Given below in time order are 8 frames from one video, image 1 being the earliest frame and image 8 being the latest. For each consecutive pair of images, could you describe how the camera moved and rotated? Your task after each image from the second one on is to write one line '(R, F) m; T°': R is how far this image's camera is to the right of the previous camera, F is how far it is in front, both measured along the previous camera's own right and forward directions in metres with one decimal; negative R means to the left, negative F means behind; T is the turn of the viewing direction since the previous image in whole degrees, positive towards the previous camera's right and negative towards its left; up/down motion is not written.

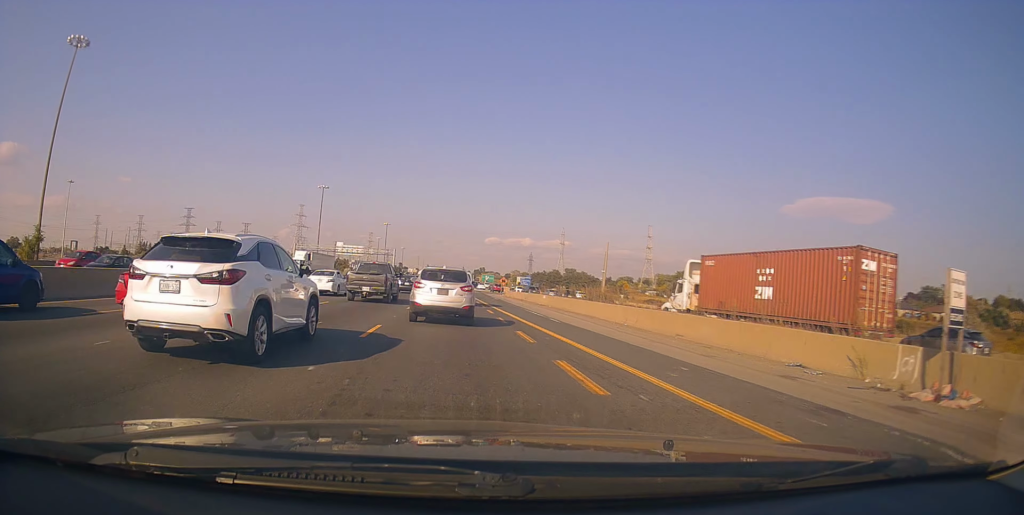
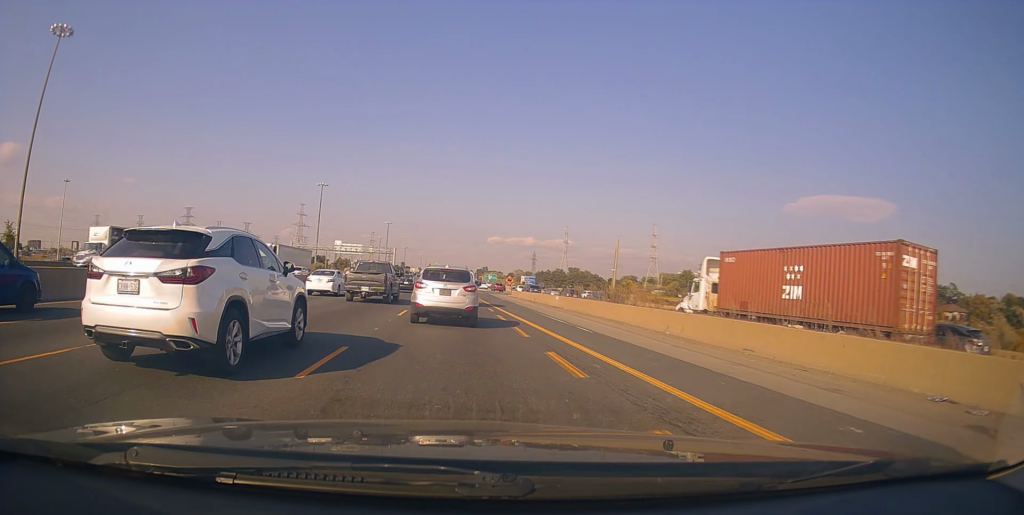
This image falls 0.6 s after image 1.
(0.0, +4.7) m; 0°
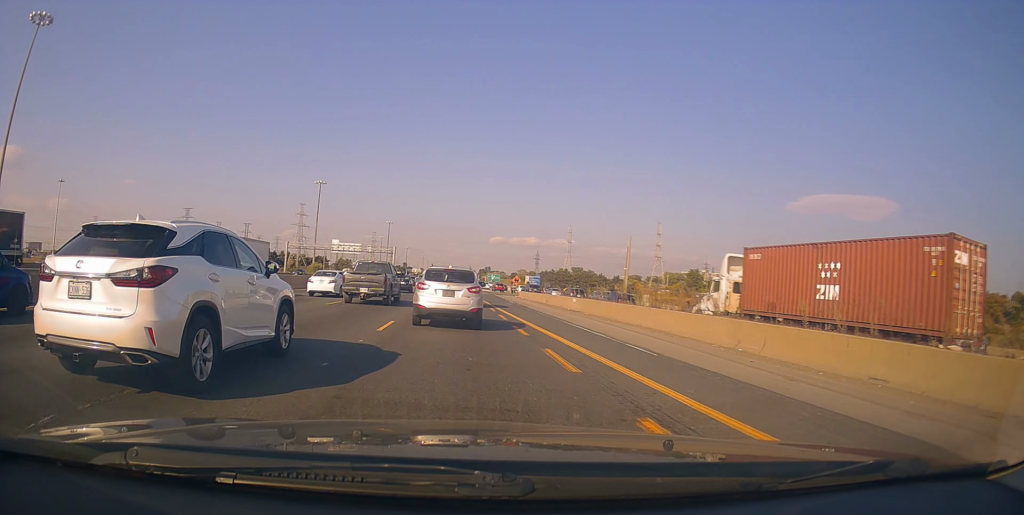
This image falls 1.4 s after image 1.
(0.0, +5.5) m; -1°
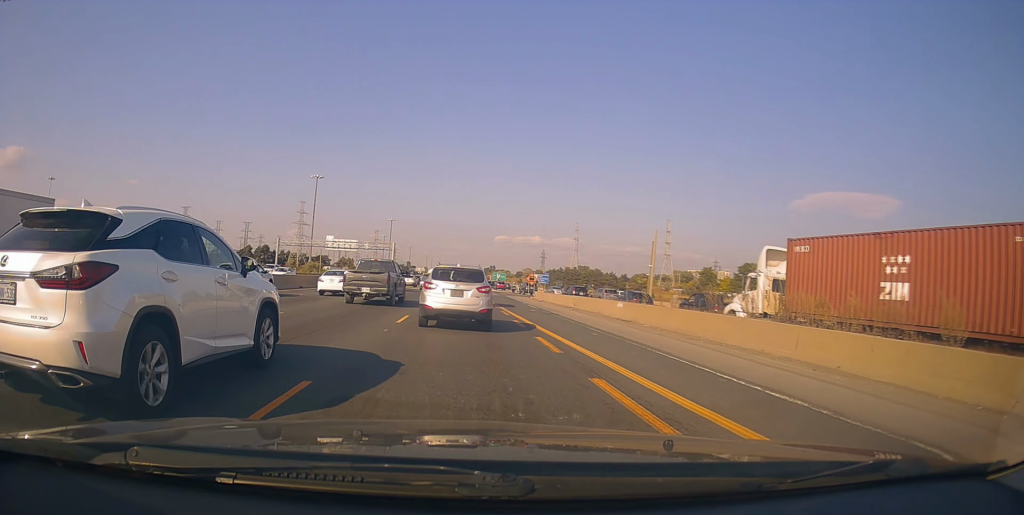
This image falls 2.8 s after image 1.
(+0.1, +9.9) m; +3°
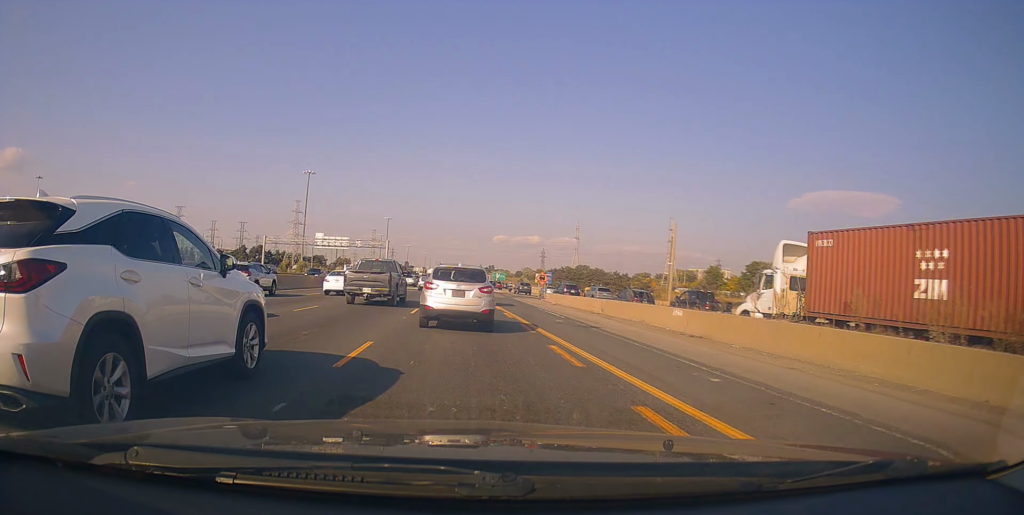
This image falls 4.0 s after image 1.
(+0.2, +7.8) m; -1°
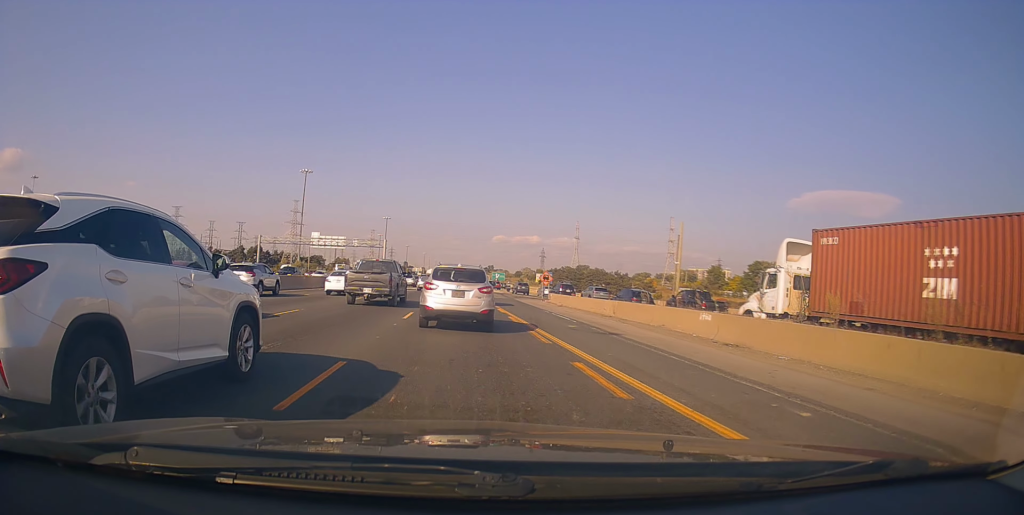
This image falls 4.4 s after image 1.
(-0.1, +2.6) m; -1°
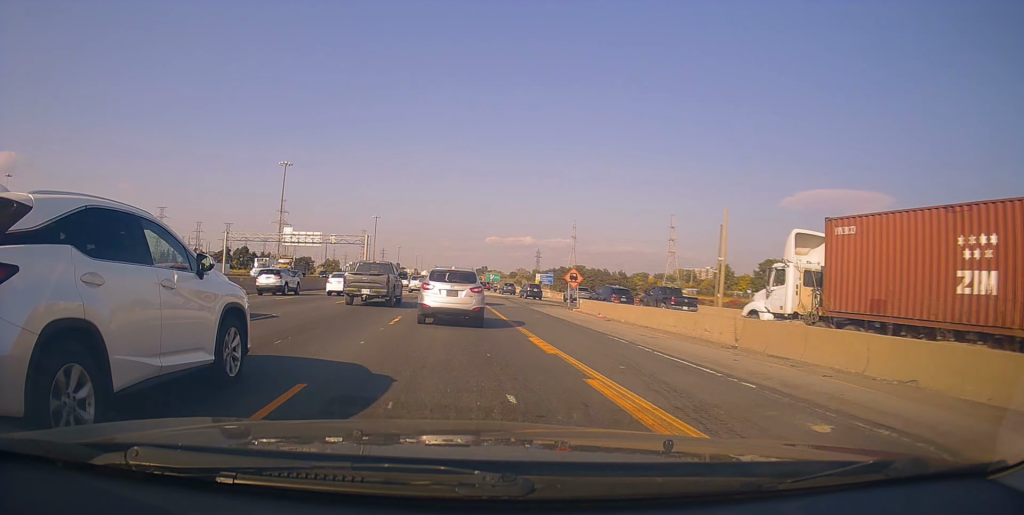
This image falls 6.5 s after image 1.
(-0.4, +14.0) m; +1°
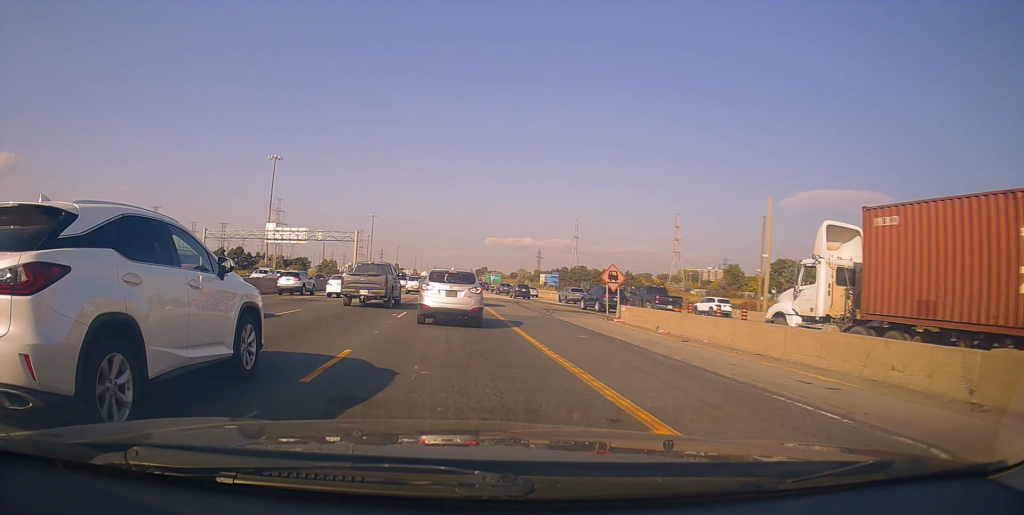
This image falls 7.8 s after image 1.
(+0.5, +8.7) m; +1°
